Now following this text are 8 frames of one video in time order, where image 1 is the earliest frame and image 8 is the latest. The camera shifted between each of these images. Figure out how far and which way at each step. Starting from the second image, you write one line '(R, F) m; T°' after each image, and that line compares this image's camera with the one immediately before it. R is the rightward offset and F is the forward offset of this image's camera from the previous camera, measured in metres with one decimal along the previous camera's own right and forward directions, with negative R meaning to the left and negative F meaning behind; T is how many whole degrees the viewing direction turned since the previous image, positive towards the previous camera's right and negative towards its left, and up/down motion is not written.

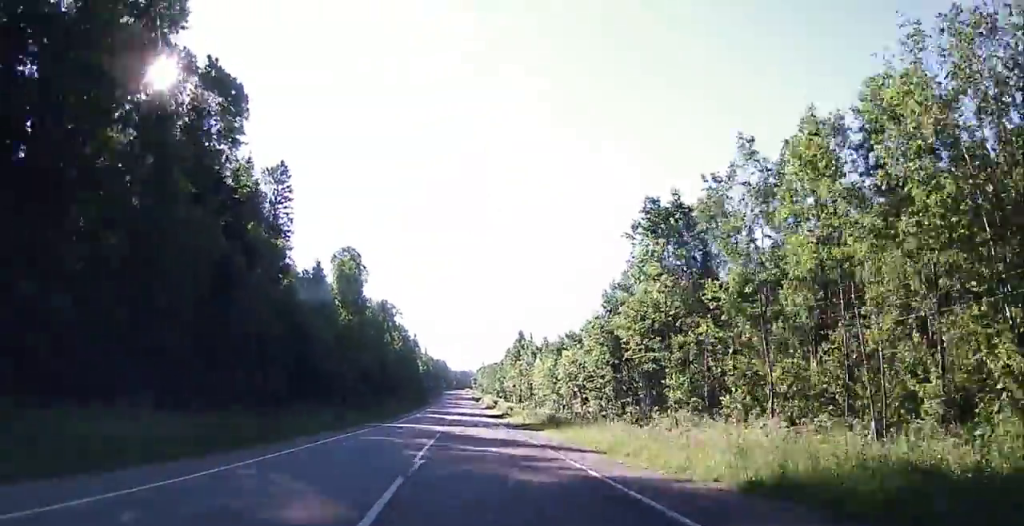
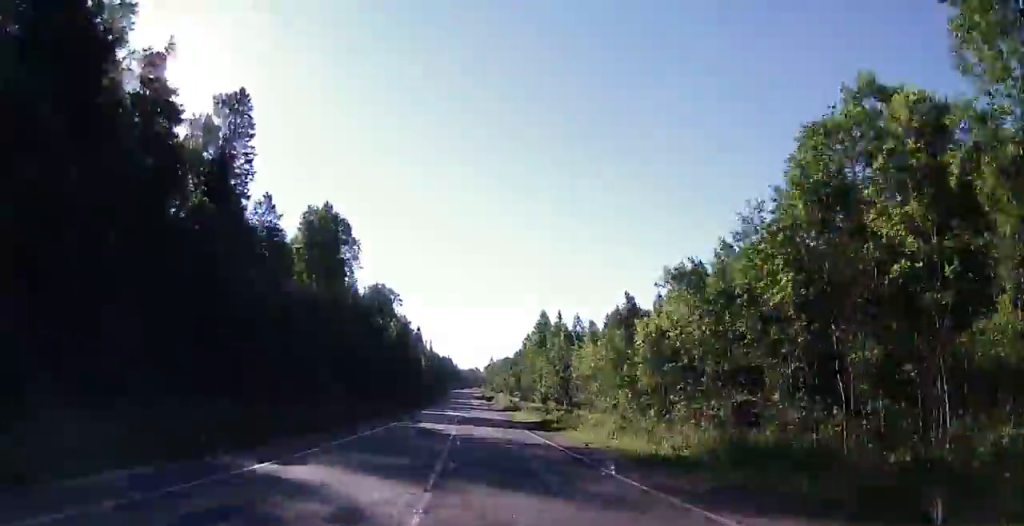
(-0.1, +25.4) m; 0°
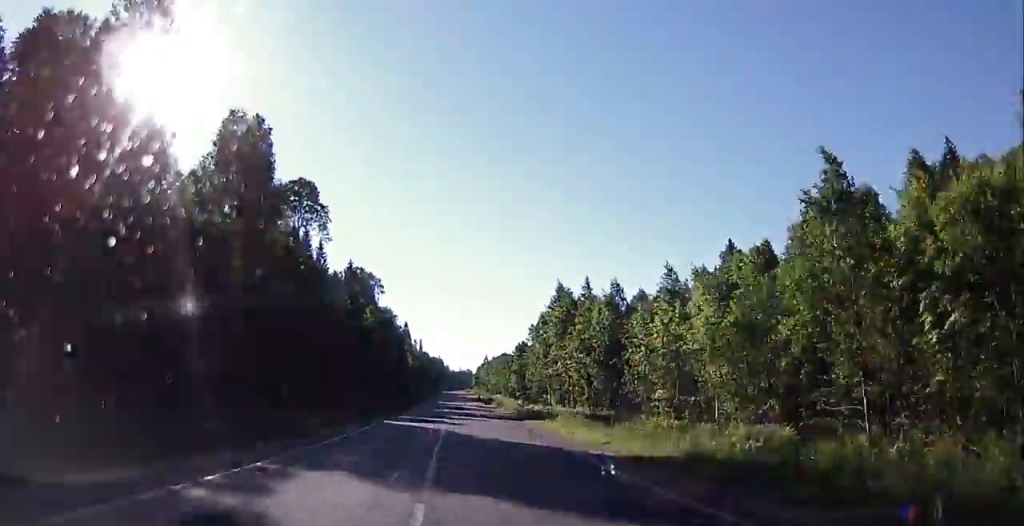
(0.0, +25.0) m; 0°
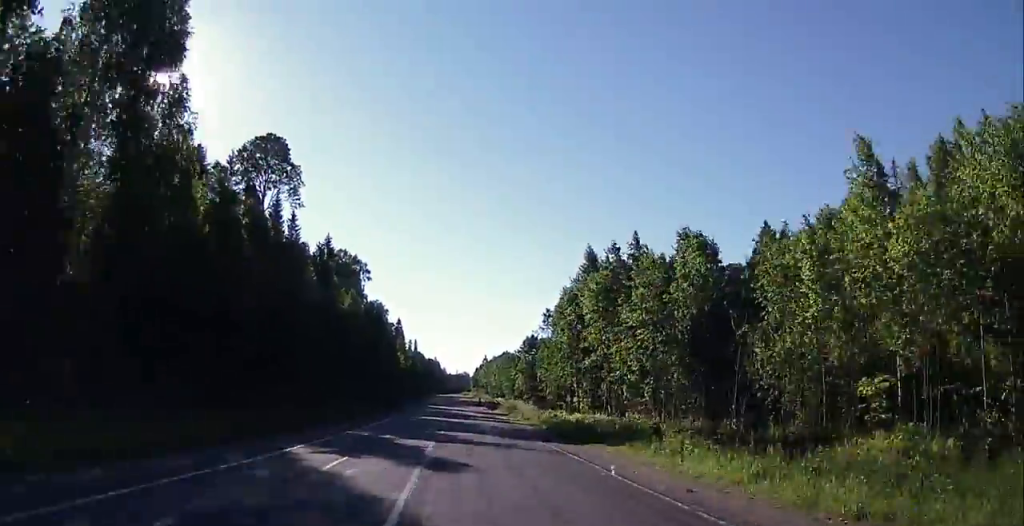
(0.0, +20.0) m; 0°
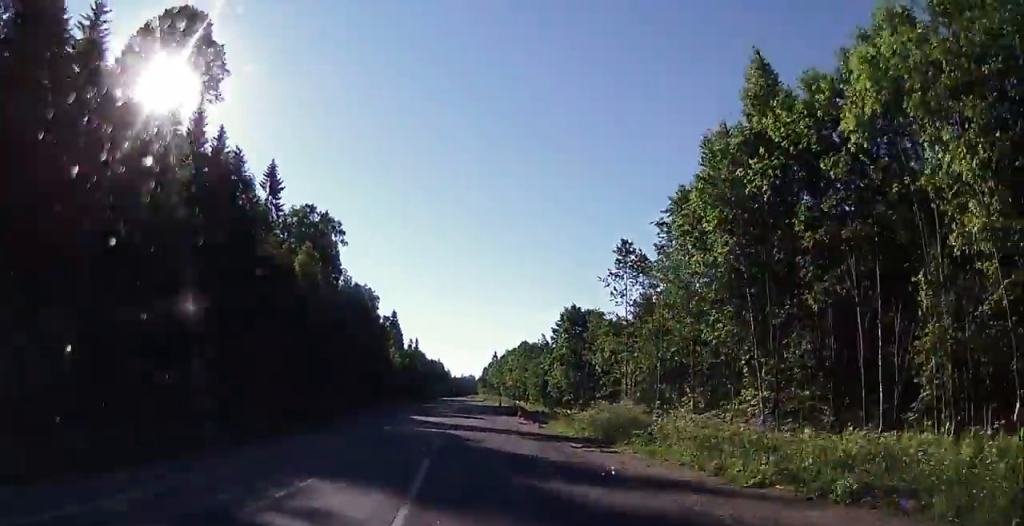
(+0.4, +37.6) m; +1°
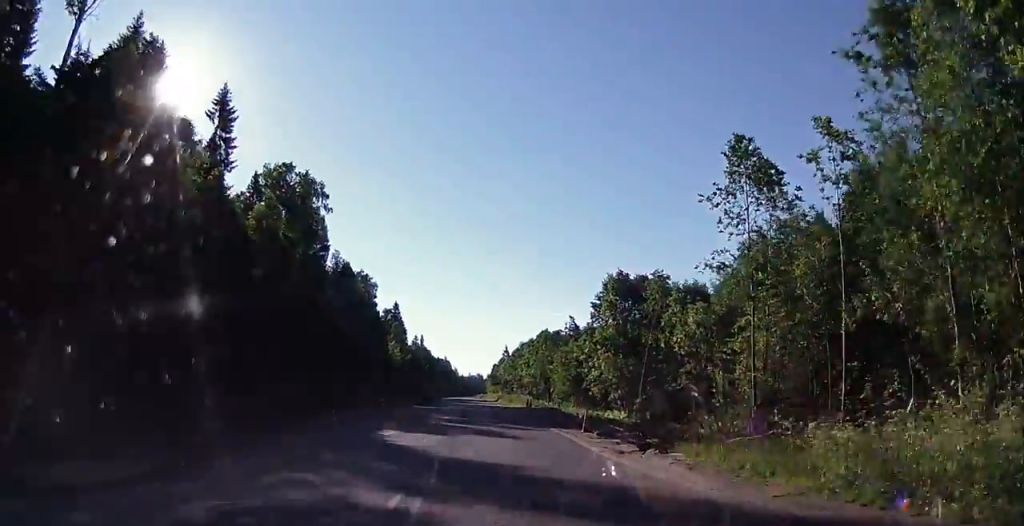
(+0.2, +21.1) m; +1°
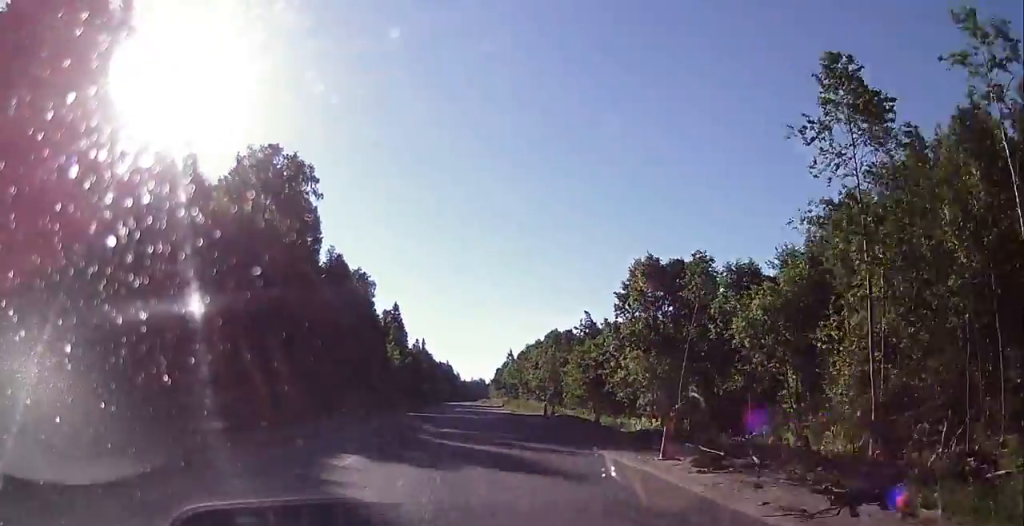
(0.0, +9.3) m; 0°
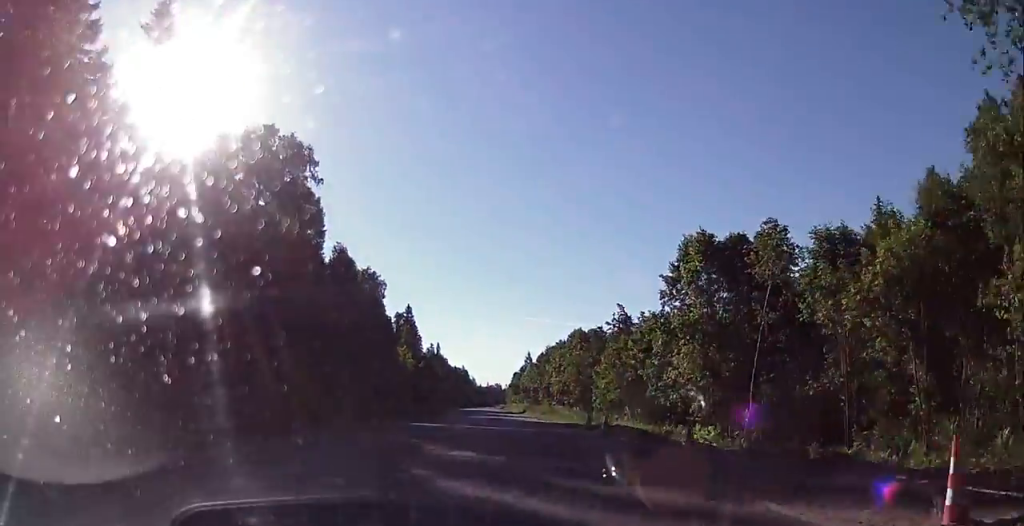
(0.0, +9.7) m; 0°
